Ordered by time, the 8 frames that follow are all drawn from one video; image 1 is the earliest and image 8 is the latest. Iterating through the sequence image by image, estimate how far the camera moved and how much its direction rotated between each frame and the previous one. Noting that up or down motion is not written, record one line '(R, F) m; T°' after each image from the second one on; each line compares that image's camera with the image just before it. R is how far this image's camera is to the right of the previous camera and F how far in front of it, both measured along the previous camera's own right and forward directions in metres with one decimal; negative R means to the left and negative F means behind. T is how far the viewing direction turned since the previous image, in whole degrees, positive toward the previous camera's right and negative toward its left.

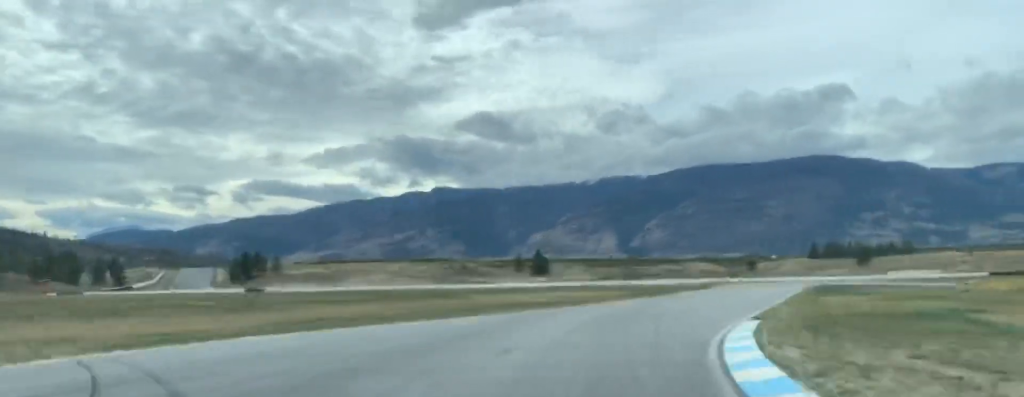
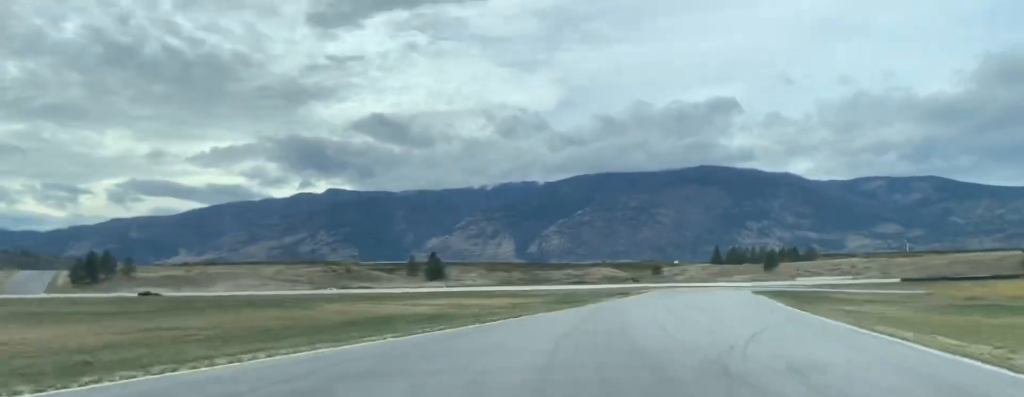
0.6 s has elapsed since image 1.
(-1.0, +20.8) m; +3°
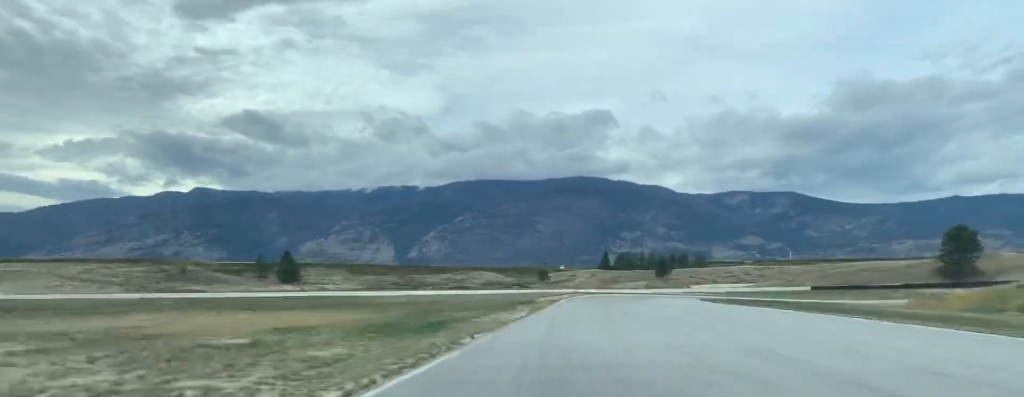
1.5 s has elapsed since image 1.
(+3.3, +33.8) m; +9°
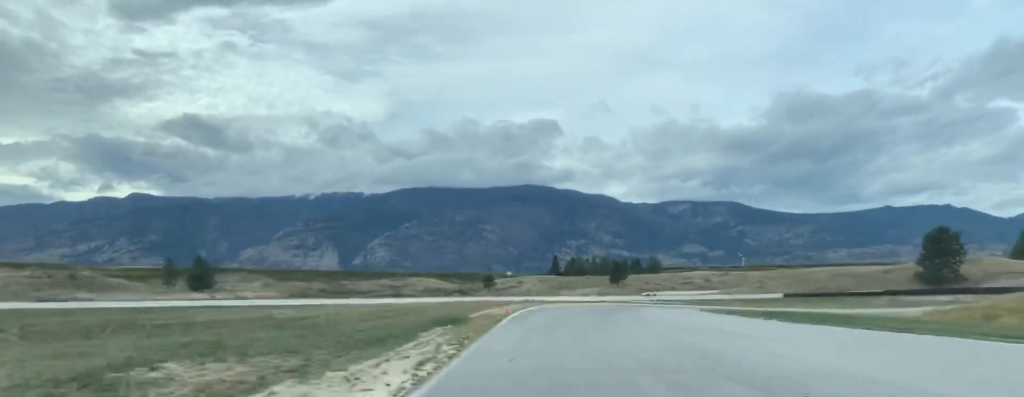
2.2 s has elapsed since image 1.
(+1.4, +23.0) m; +5°
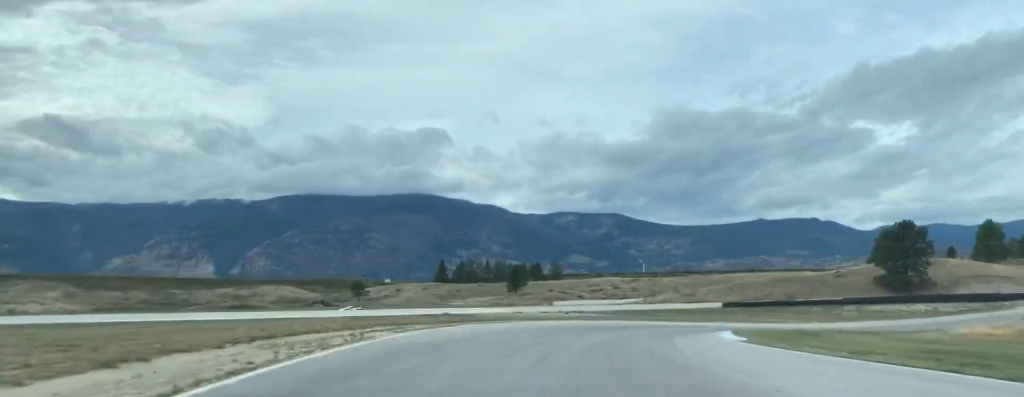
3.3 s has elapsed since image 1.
(+3.6, +43.8) m; +11°
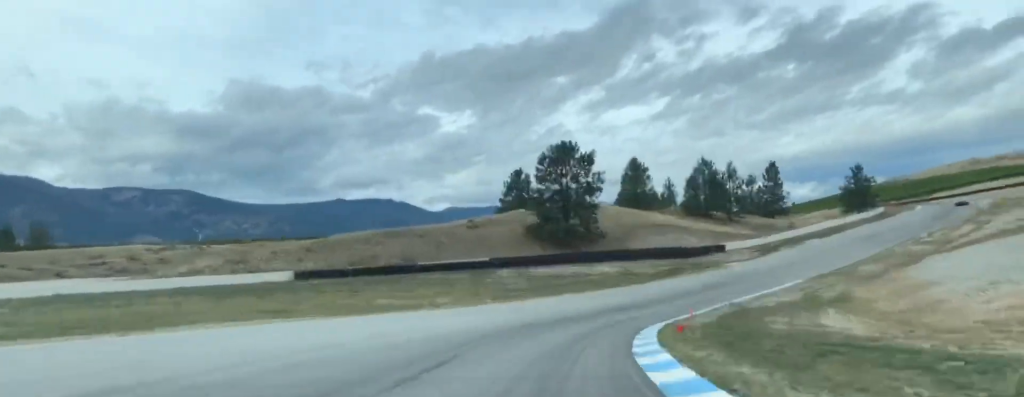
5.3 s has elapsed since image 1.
(+18.2, +76.8) m; +30°
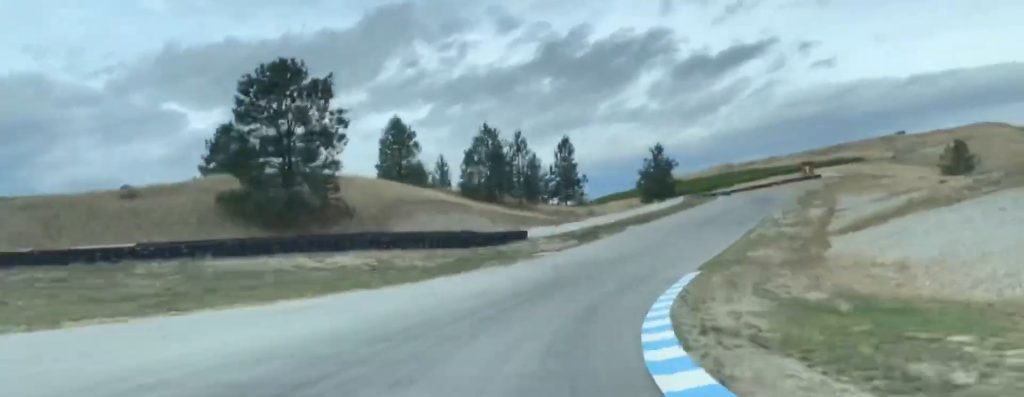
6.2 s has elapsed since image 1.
(+5.5, +37.7) m; +14°
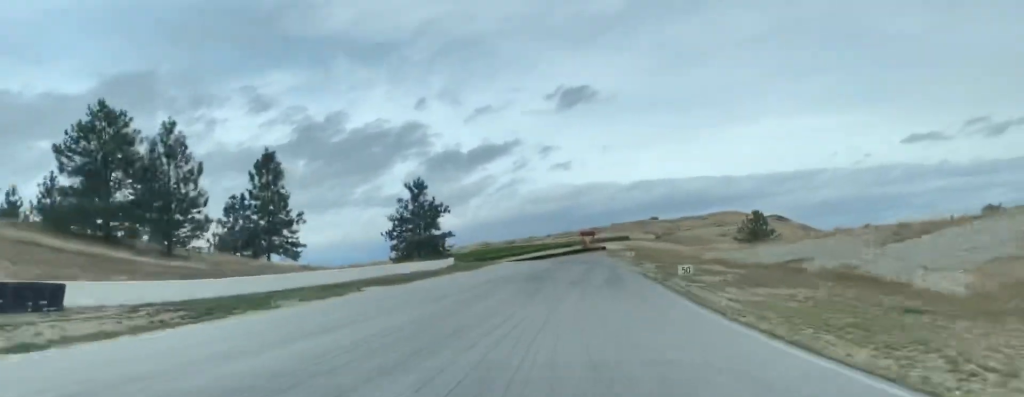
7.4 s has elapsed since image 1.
(+6.3, +47.4) m; +15°
